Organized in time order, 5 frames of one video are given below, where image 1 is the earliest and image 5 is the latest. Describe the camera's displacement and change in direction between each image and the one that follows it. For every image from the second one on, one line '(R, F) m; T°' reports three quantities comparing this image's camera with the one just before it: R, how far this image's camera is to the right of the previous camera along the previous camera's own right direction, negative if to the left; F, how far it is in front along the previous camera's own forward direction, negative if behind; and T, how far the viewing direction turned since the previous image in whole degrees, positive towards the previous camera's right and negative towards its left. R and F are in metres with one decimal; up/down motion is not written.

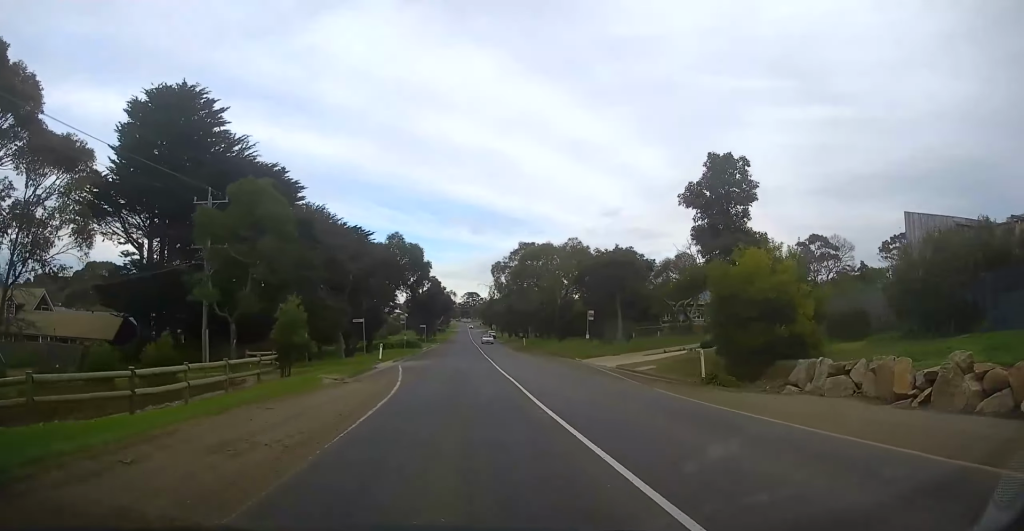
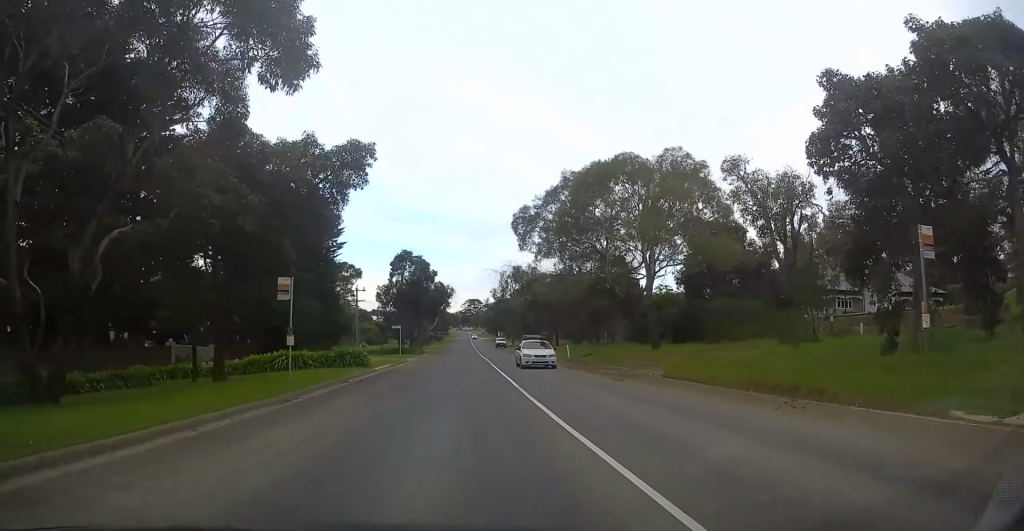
(-0.1, +36.4) m; 0°
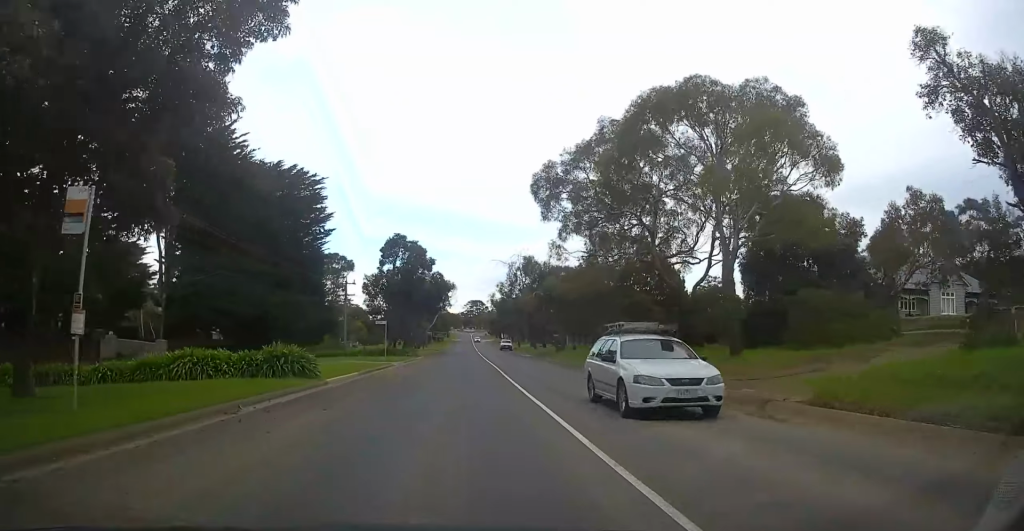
(+0.1, +11.1) m; 0°
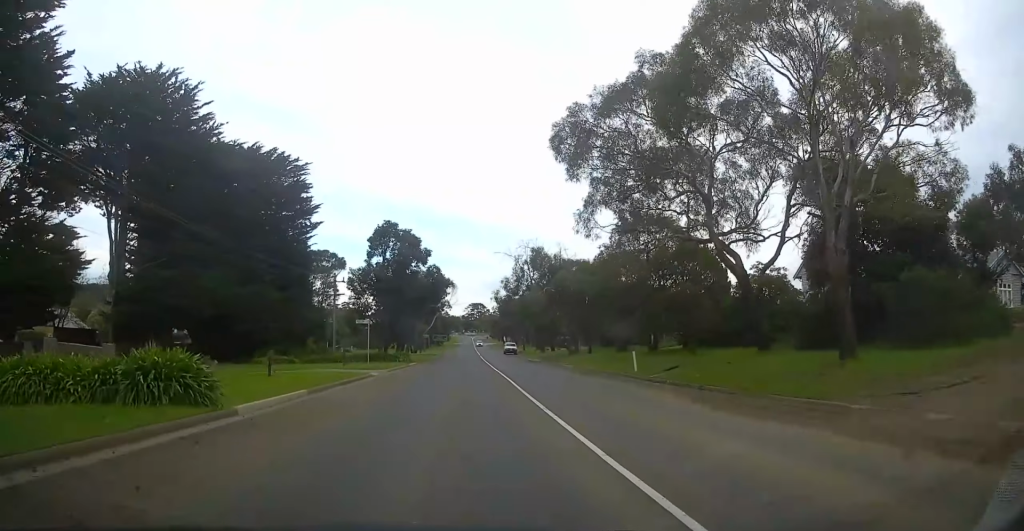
(0.0, +8.5) m; 0°
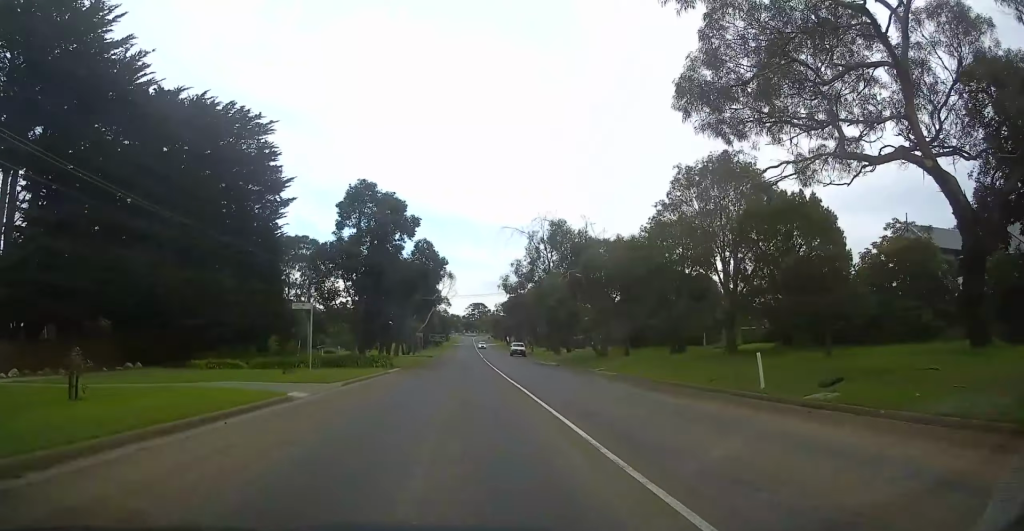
(0.0, +13.8) m; 0°
